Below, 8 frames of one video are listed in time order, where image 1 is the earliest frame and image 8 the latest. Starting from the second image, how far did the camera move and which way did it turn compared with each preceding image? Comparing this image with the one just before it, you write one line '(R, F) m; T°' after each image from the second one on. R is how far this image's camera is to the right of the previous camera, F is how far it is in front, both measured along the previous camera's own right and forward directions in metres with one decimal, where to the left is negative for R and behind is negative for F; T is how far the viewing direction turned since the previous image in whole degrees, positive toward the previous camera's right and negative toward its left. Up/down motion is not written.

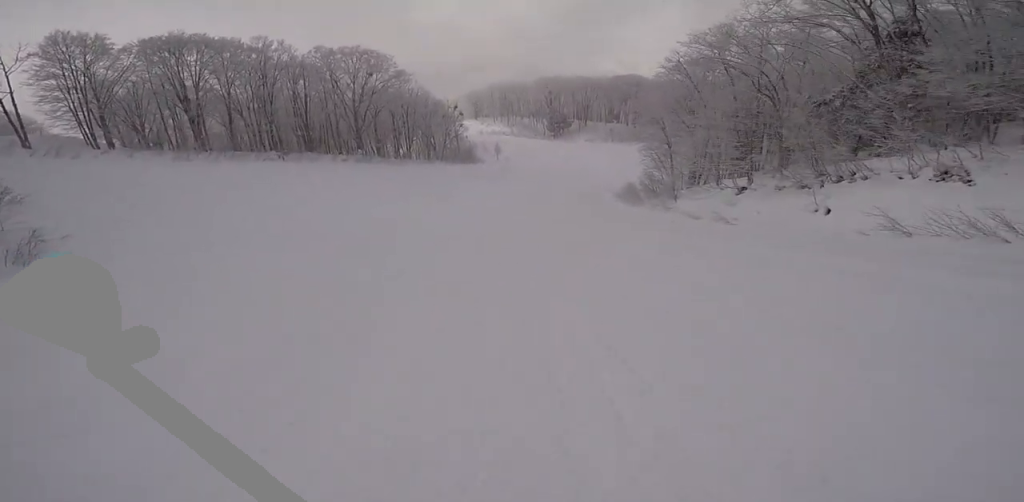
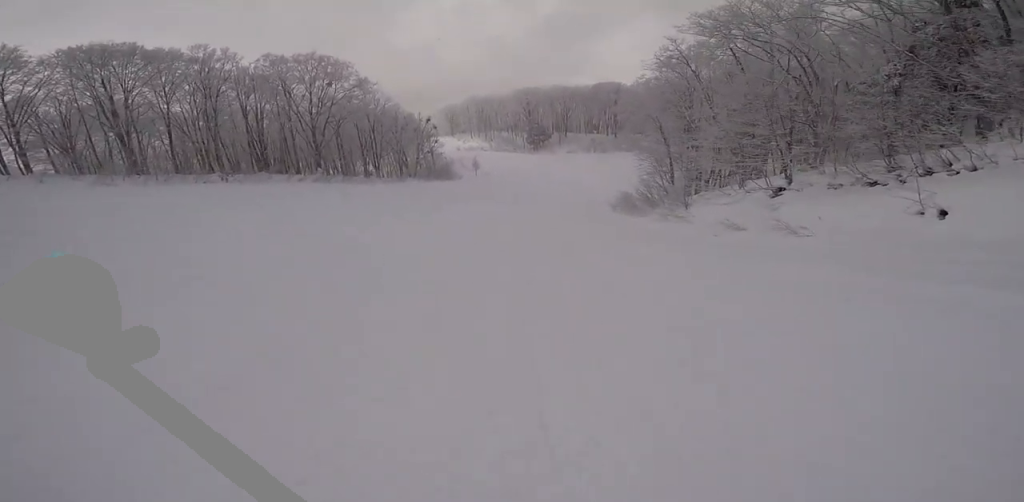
(-0.7, +6.9) m; +1°
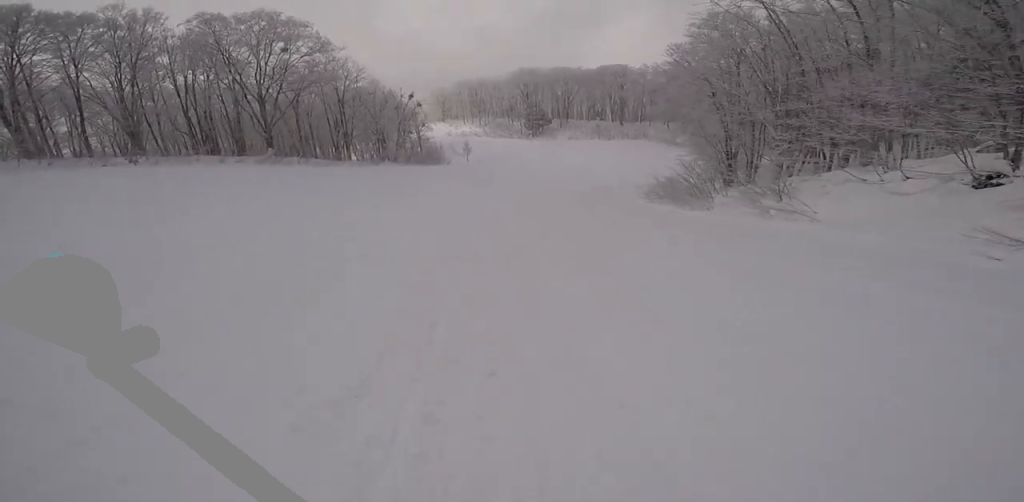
(+0.8, +11.6) m; +4°
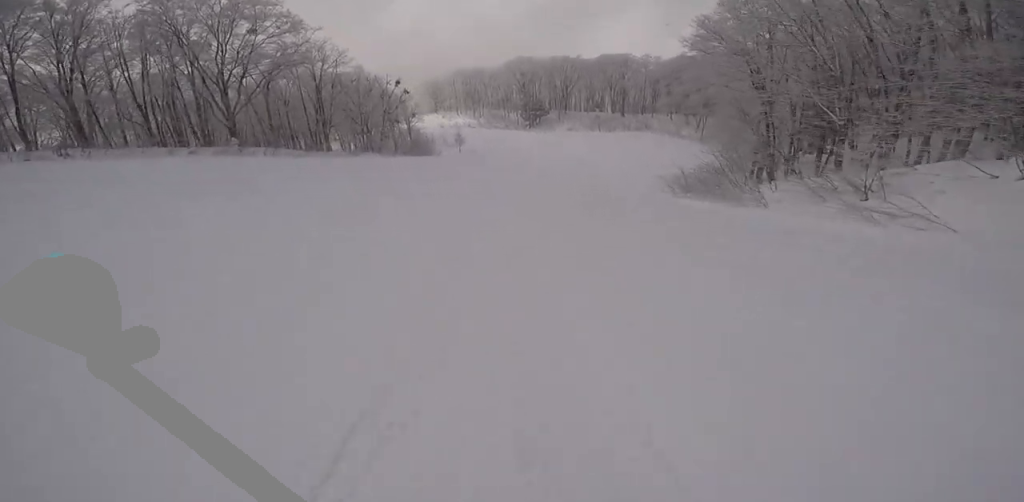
(+0.2, +5.6) m; +2°
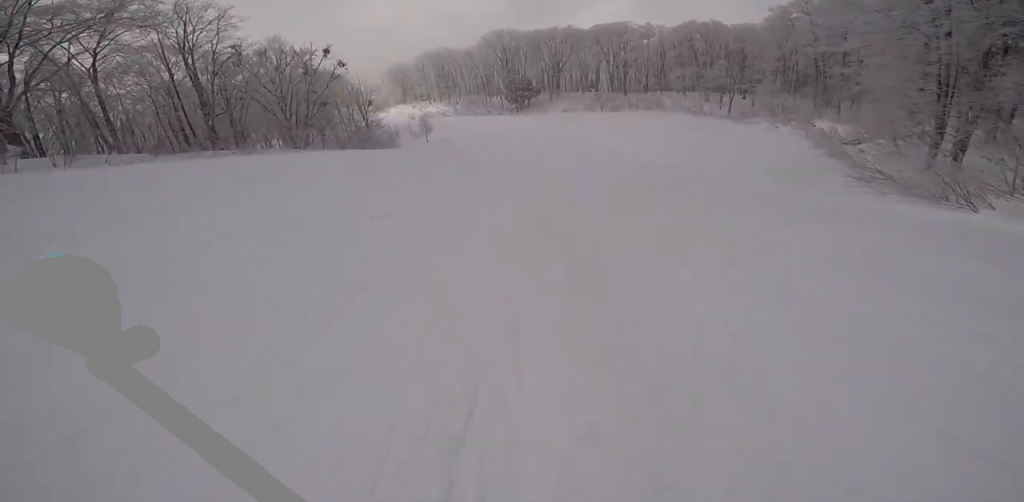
(0.0, +19.4) m; +4°
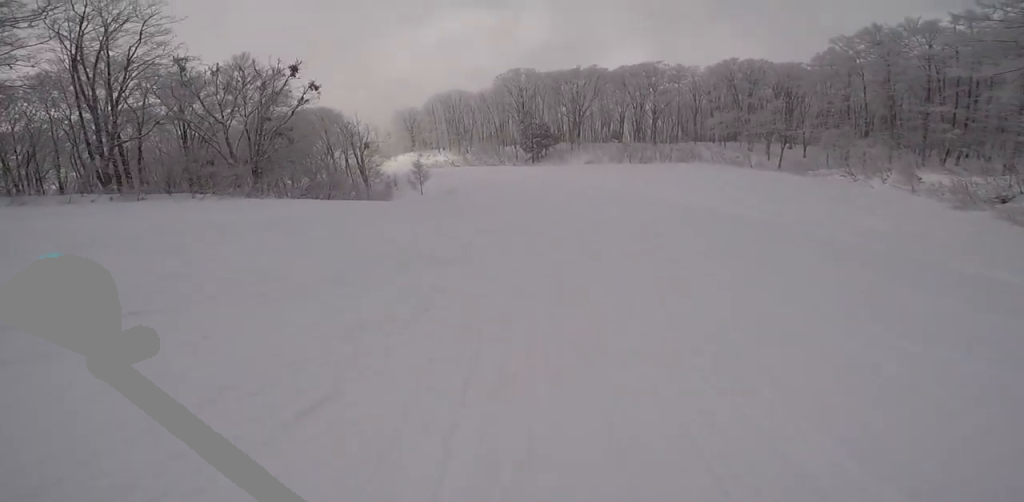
(+0.9, +12.8) m; +4°
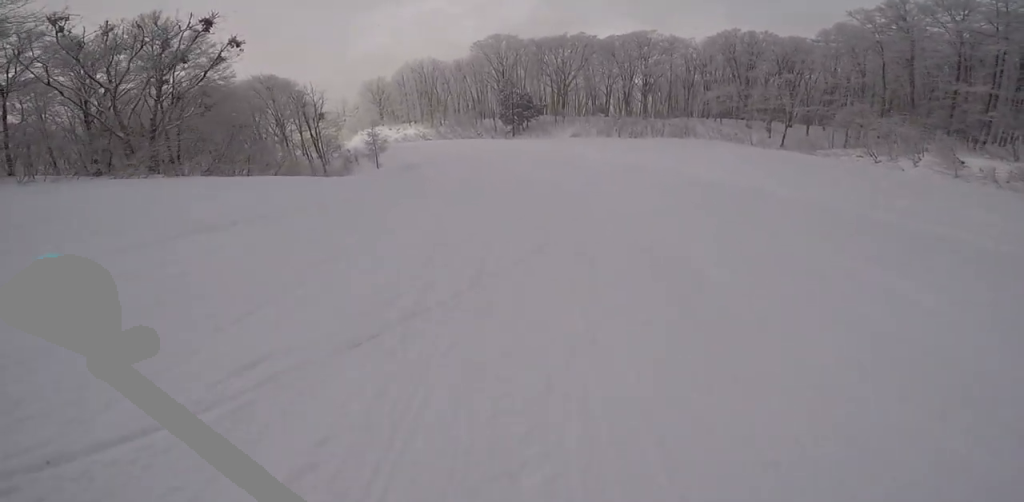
(+0.4, +6.7) m; -1°
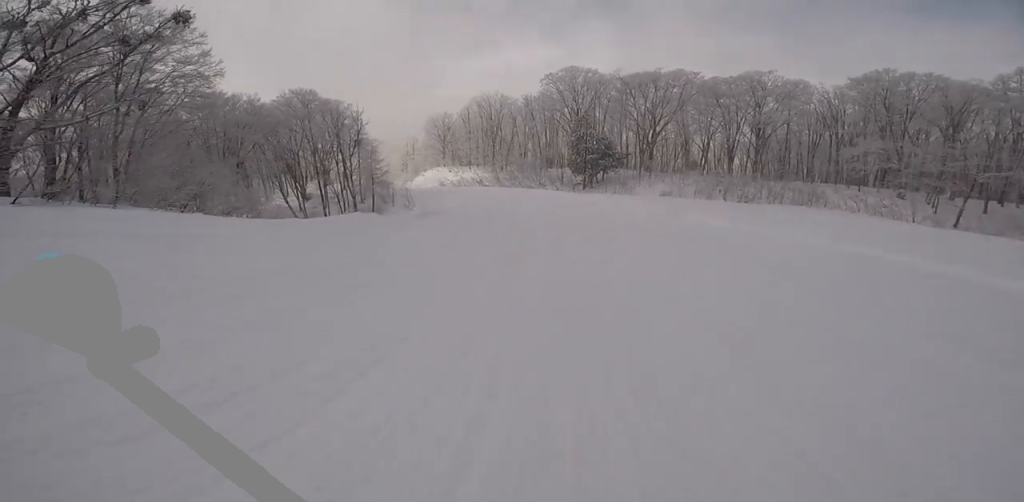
(-1.5, +13.7) m; -10°
